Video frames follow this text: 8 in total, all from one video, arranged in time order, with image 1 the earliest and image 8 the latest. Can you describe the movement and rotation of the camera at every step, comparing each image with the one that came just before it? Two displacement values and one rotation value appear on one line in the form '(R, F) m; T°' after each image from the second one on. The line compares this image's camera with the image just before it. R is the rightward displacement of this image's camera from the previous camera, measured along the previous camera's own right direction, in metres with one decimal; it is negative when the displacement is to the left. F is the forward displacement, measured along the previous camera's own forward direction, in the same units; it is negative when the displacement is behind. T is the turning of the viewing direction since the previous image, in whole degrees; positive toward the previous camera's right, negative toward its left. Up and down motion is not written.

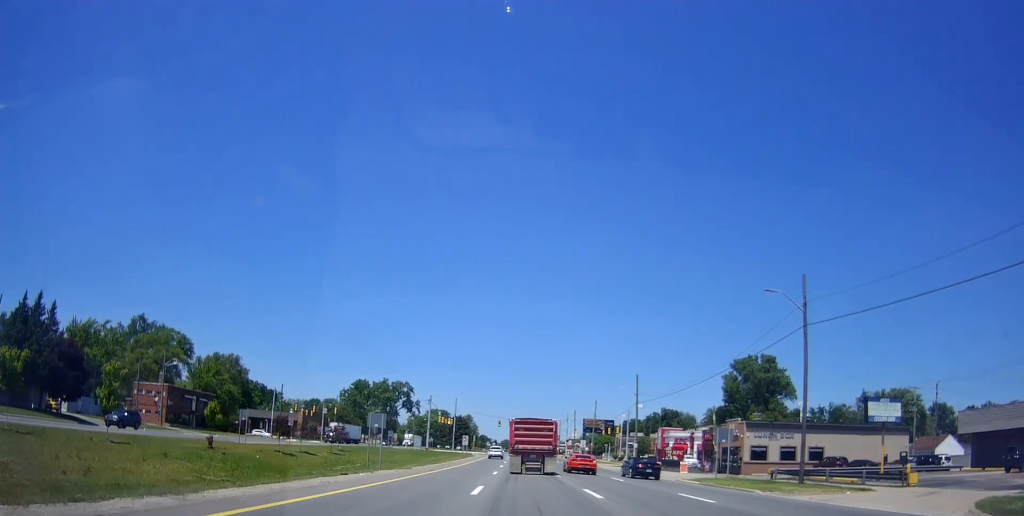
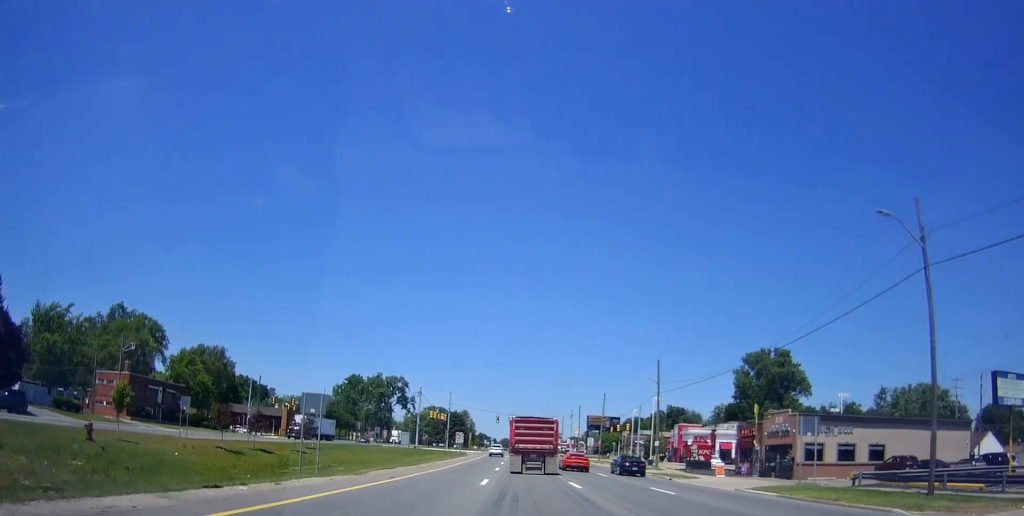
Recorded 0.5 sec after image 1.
(+0.4, +10.5) m; +1°
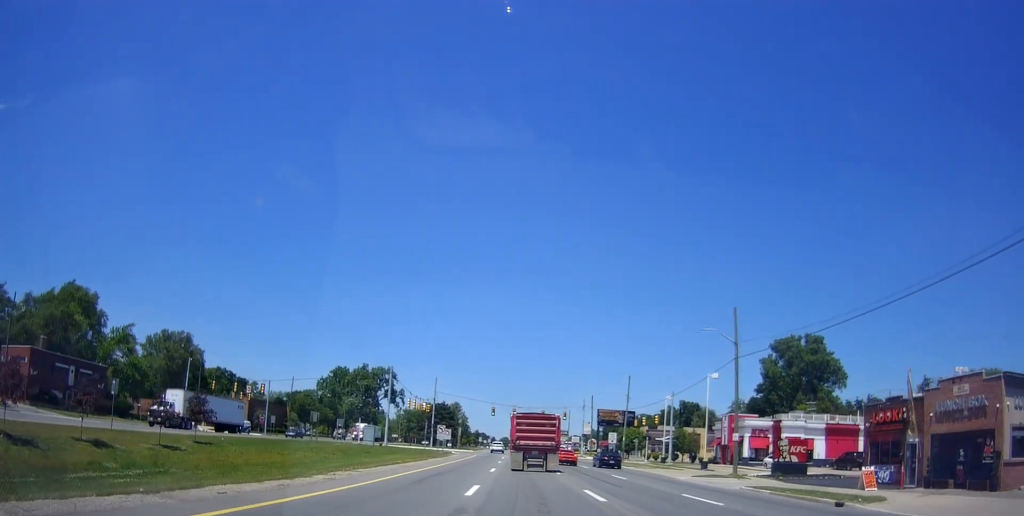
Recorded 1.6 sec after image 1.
(+0.3, +21.3) m; 0°
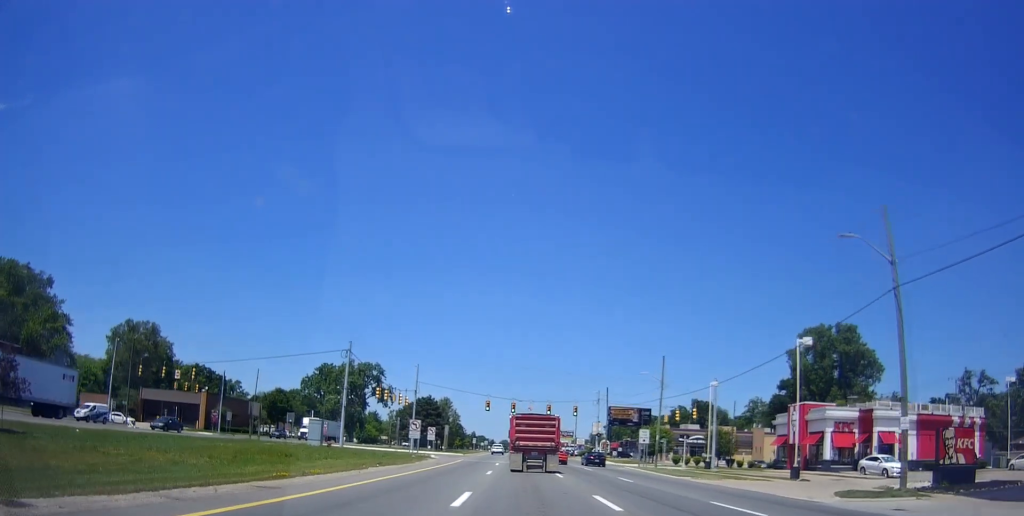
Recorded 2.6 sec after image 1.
(-0.3, +17.8) m; 0°
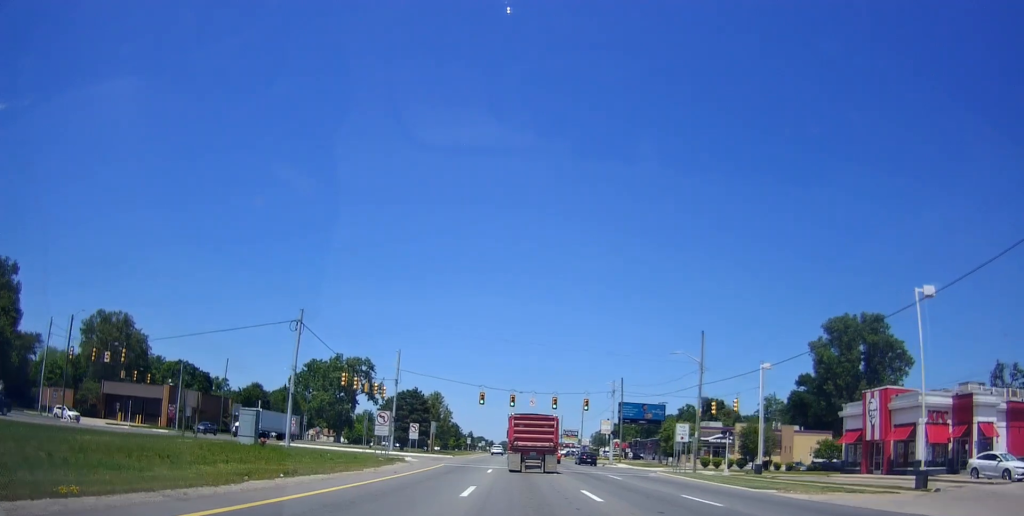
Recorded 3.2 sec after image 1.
(0.0, +12.6) m; 0°
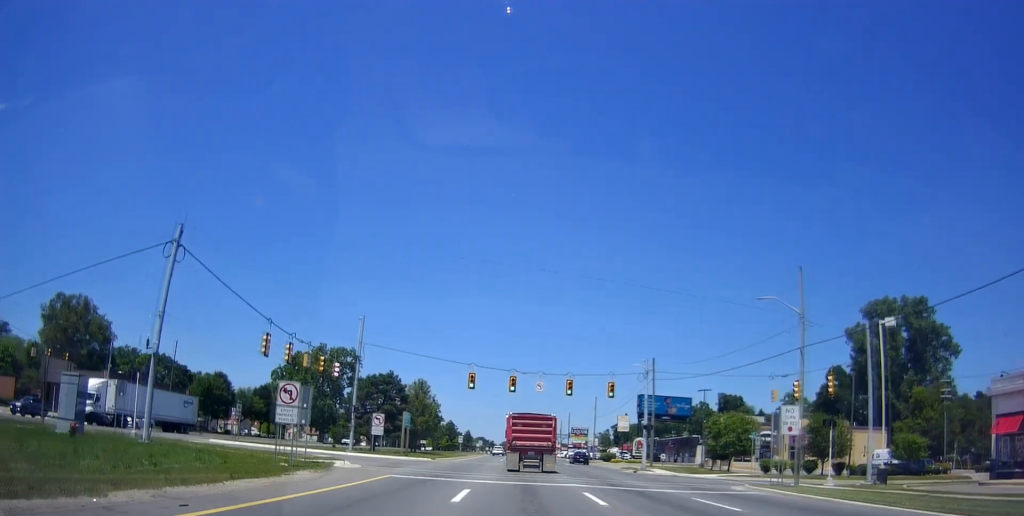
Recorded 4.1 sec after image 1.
(+0.1, +16.7) m; -1°
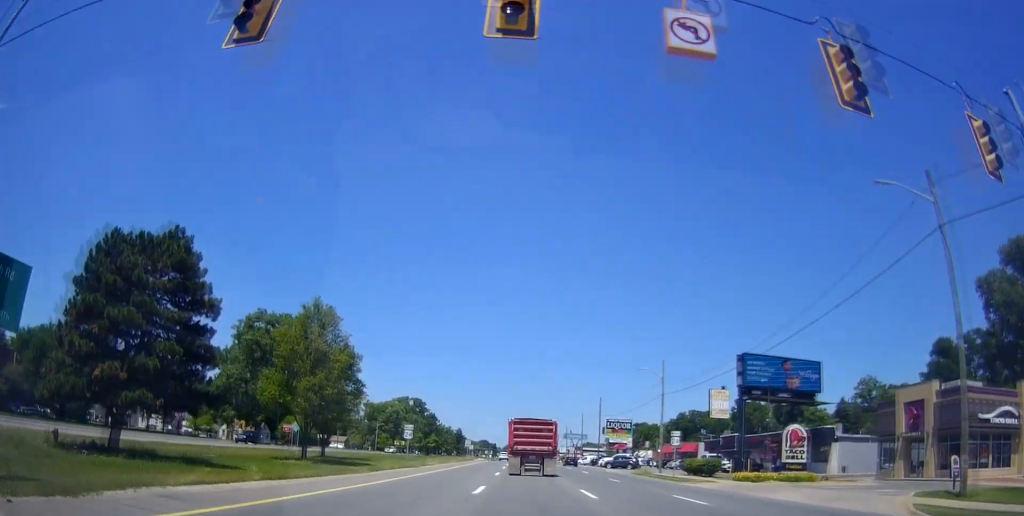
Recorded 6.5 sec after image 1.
(-0.4, +43.0) m; +1°
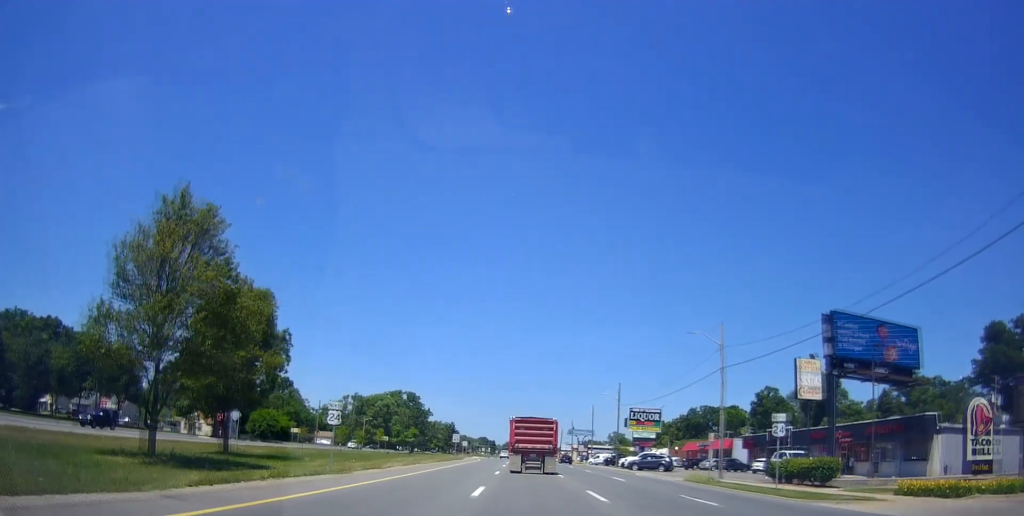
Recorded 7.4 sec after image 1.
(+0.1, +16.7) m; +1°
